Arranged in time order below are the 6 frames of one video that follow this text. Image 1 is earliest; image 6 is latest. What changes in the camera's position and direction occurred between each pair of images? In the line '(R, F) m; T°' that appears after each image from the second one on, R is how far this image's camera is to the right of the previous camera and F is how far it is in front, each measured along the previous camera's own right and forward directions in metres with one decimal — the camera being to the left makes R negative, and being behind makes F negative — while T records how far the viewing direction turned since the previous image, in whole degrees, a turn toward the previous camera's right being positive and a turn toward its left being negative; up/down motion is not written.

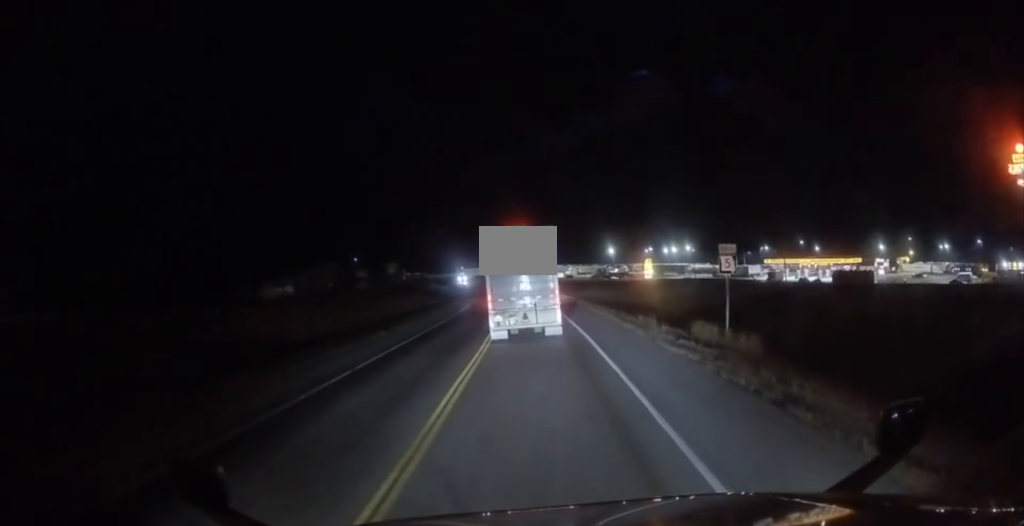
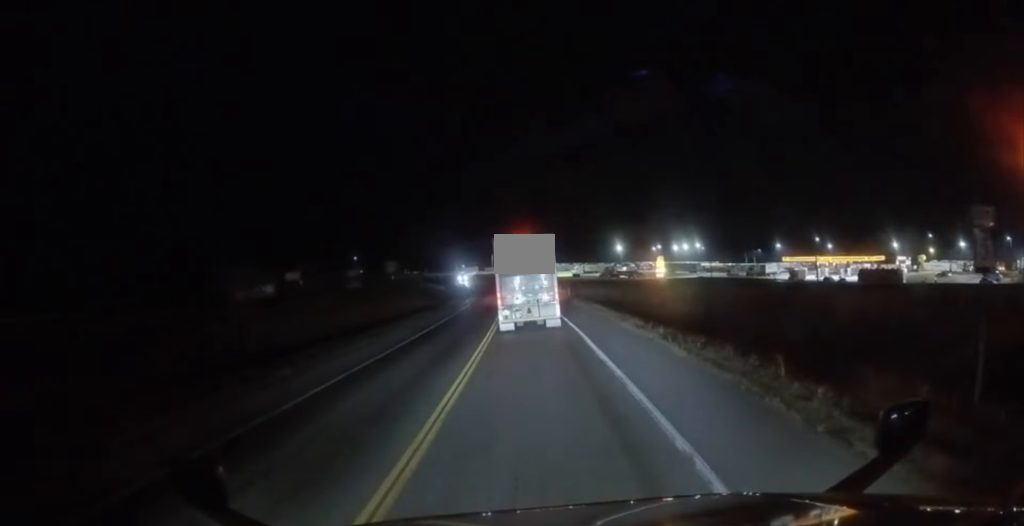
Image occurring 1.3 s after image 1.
(-0.2, +10.7) m; -2°
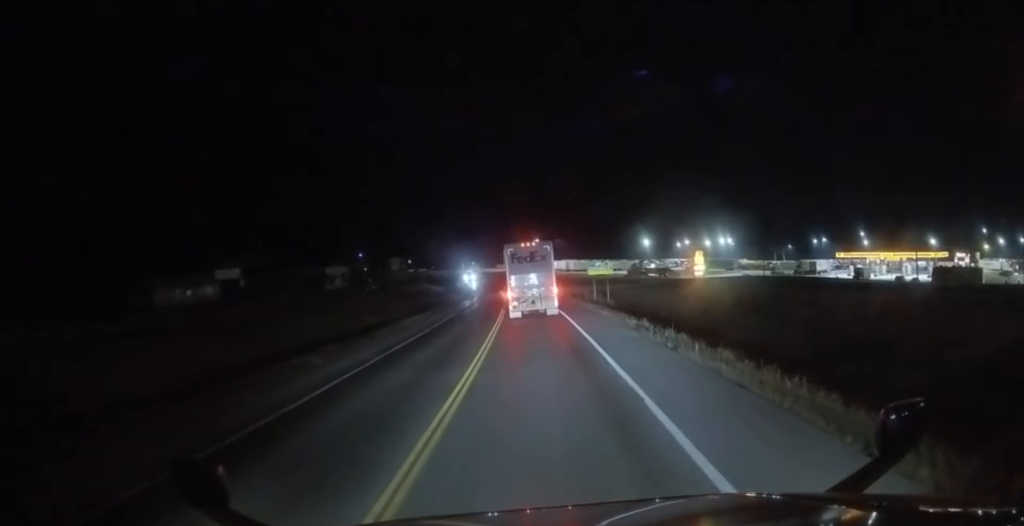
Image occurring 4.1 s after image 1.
(-0.6, +24.4) m; -2°
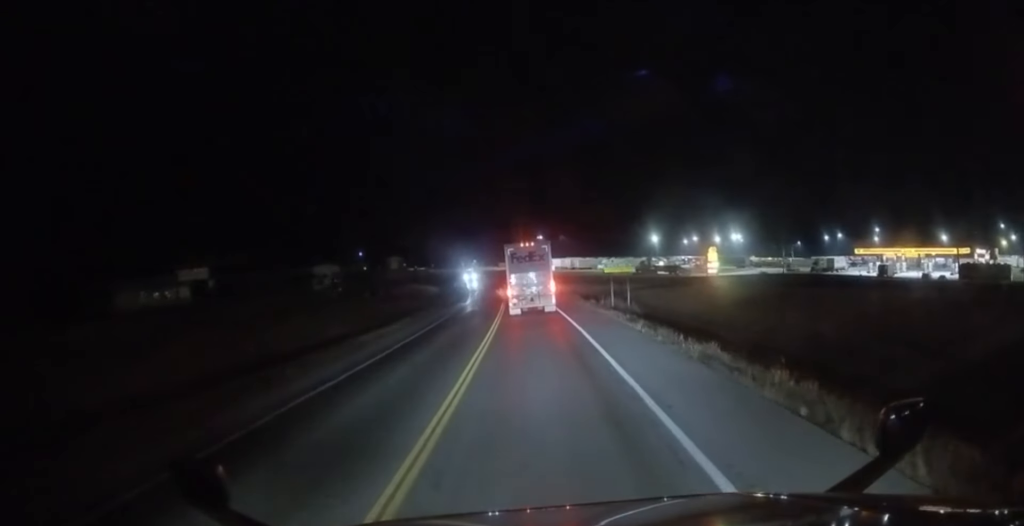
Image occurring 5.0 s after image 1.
(0.0, +8.3) m; 0°
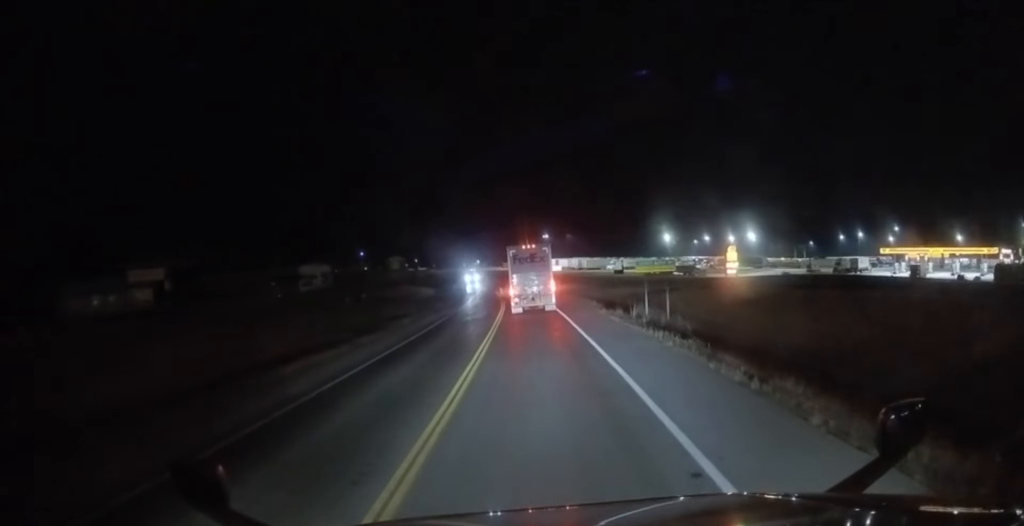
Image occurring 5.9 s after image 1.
(0.0, +9.5) m; 0°
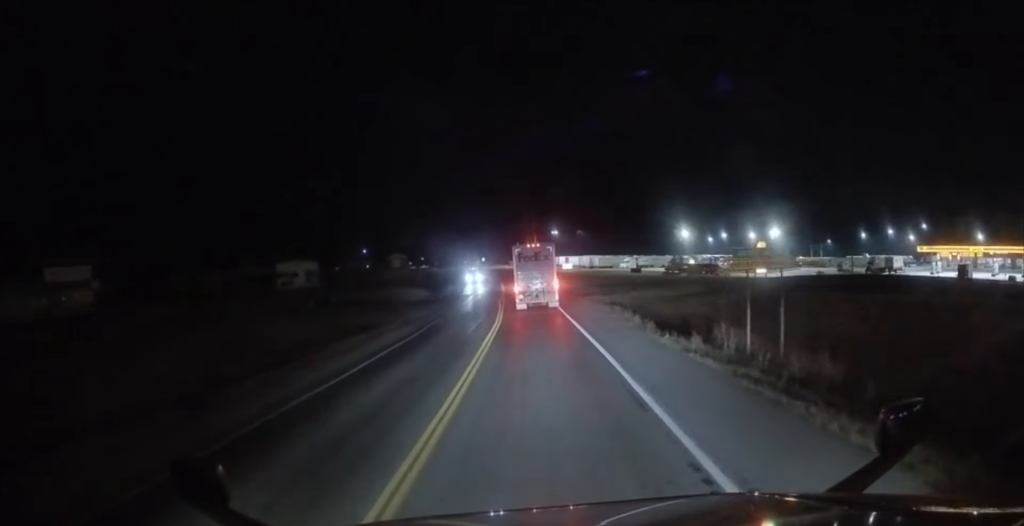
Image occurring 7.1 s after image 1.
(0.0, +12.5) m; -1°
